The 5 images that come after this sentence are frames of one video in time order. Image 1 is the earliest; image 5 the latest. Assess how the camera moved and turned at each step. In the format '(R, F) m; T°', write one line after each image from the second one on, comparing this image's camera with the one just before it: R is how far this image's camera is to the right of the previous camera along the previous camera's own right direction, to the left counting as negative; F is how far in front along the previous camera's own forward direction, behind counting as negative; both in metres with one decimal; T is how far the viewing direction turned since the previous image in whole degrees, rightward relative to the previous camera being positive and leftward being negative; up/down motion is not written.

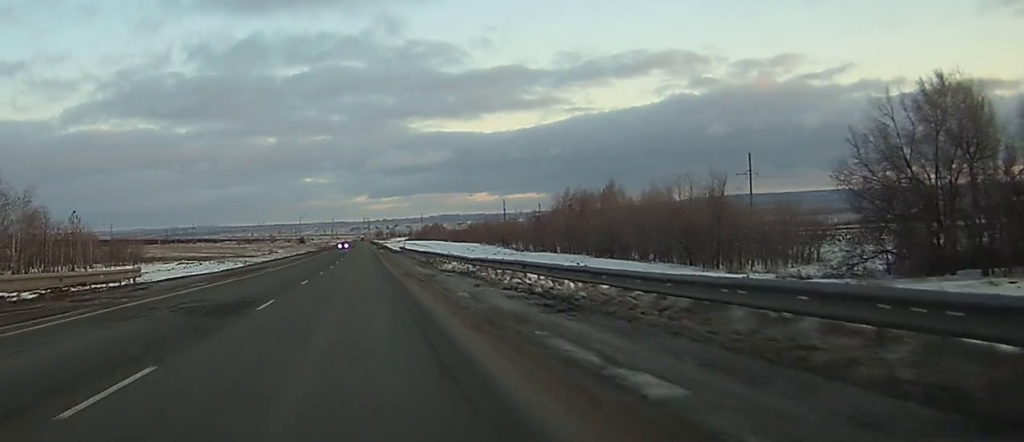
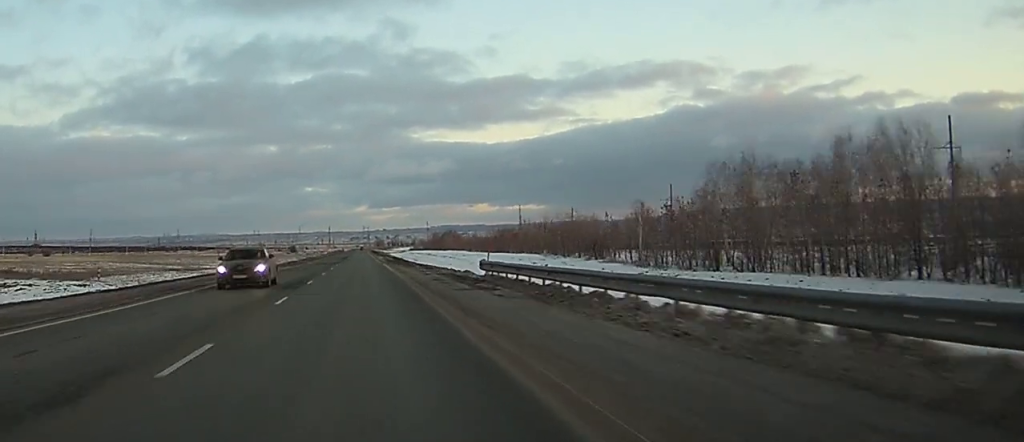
(-0.3, +80.9) m; 0°
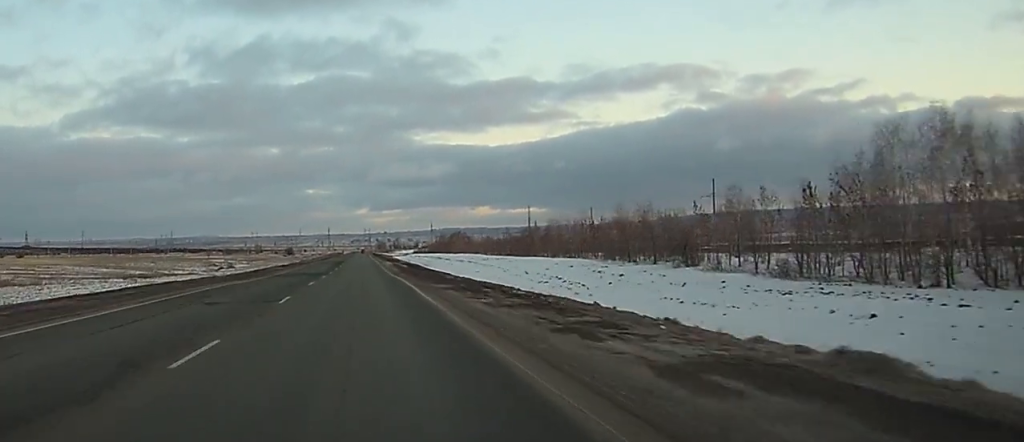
(+0.2, +34.6) m; 0°
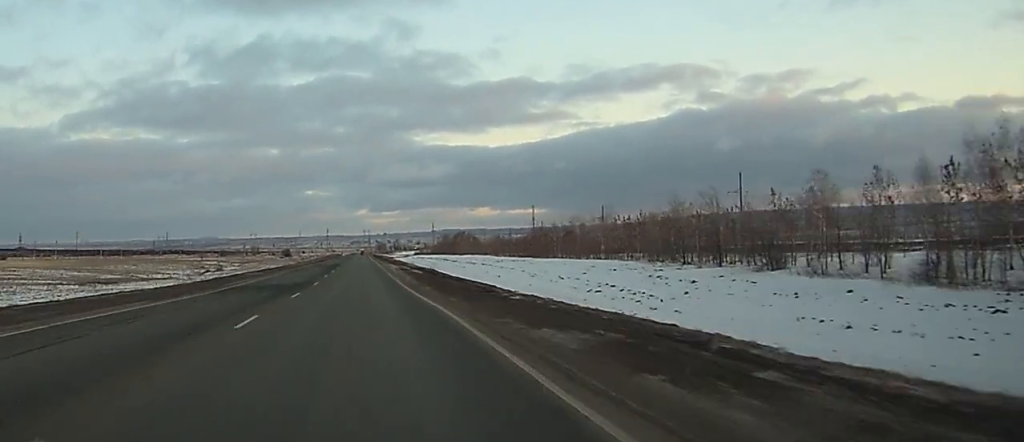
(0.0, +18.9) m; 0°
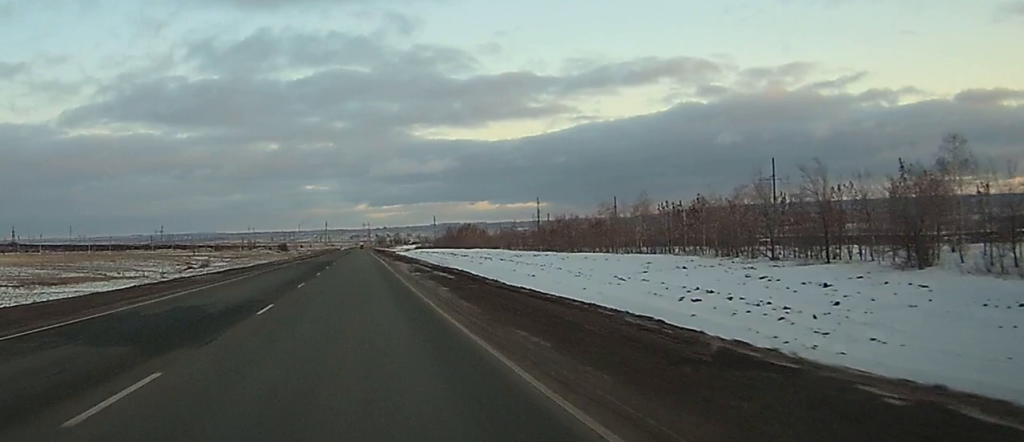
(-0.2, +20.1) m; 0°
